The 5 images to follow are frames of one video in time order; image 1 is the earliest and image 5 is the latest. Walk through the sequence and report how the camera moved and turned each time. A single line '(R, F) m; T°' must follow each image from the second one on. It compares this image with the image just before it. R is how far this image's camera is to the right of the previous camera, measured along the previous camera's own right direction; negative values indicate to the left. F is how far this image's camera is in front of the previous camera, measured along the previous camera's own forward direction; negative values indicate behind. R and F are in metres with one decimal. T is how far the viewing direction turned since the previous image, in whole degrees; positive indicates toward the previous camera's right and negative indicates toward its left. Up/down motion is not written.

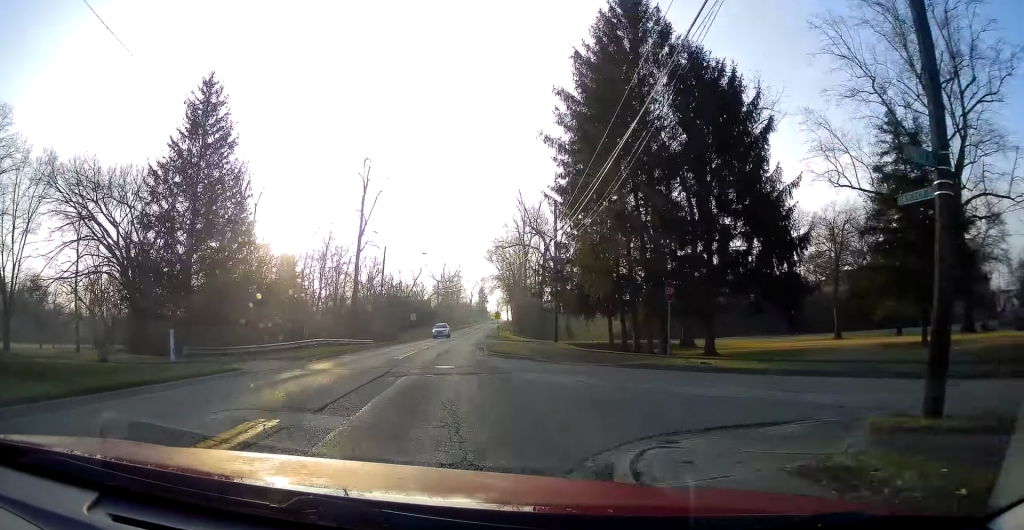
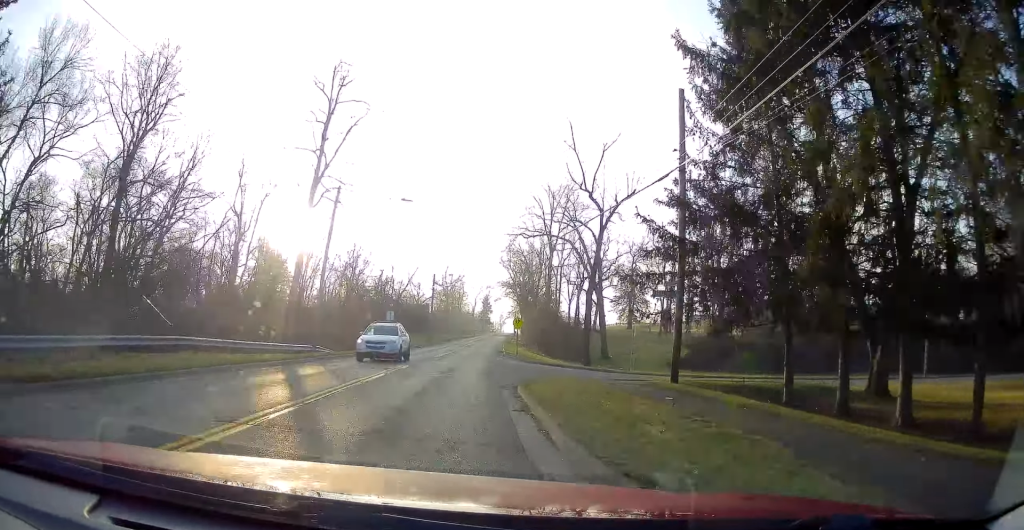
(-0.3, +23.9) m; -1°
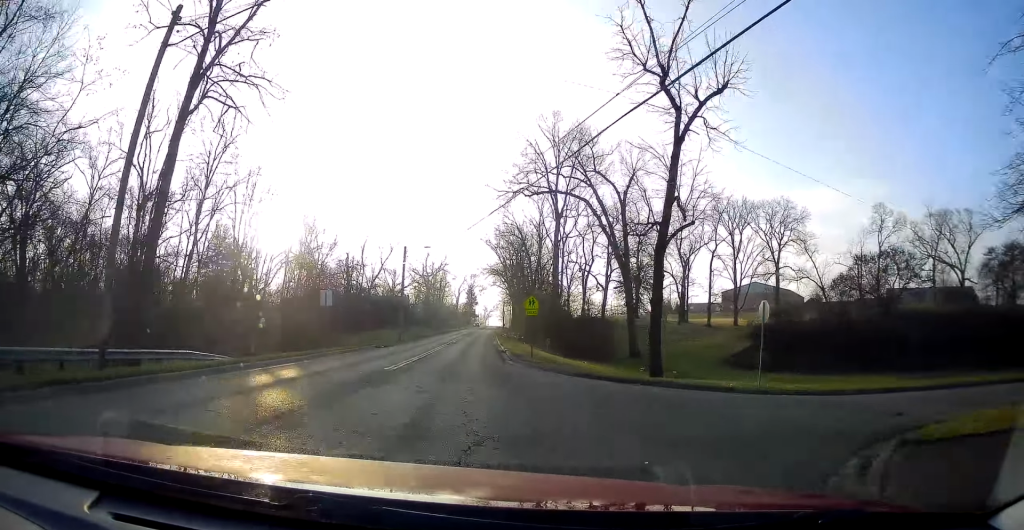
(-0.1, +18.6) m; +1°
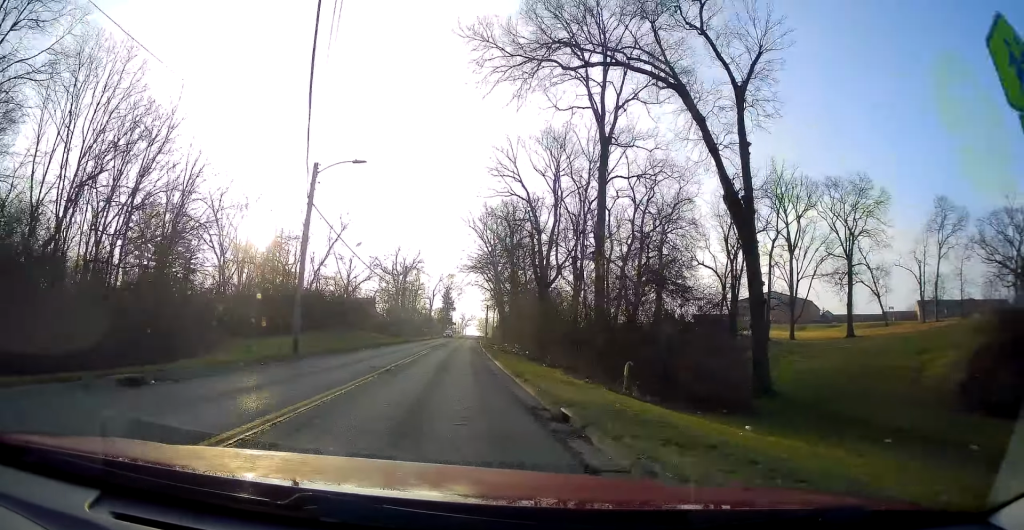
(+0.7, +27.8) m; +2°
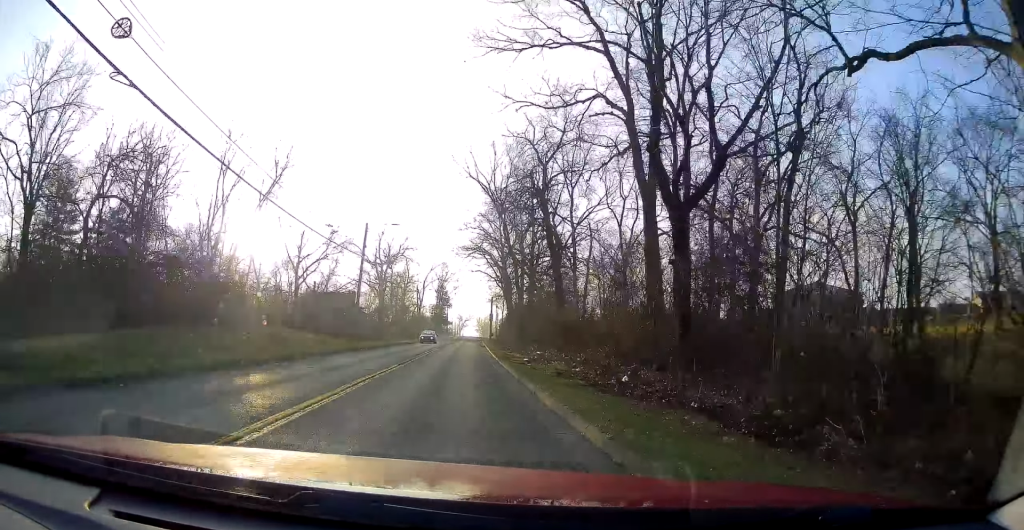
(+0.1, +27.9) m; 0°
